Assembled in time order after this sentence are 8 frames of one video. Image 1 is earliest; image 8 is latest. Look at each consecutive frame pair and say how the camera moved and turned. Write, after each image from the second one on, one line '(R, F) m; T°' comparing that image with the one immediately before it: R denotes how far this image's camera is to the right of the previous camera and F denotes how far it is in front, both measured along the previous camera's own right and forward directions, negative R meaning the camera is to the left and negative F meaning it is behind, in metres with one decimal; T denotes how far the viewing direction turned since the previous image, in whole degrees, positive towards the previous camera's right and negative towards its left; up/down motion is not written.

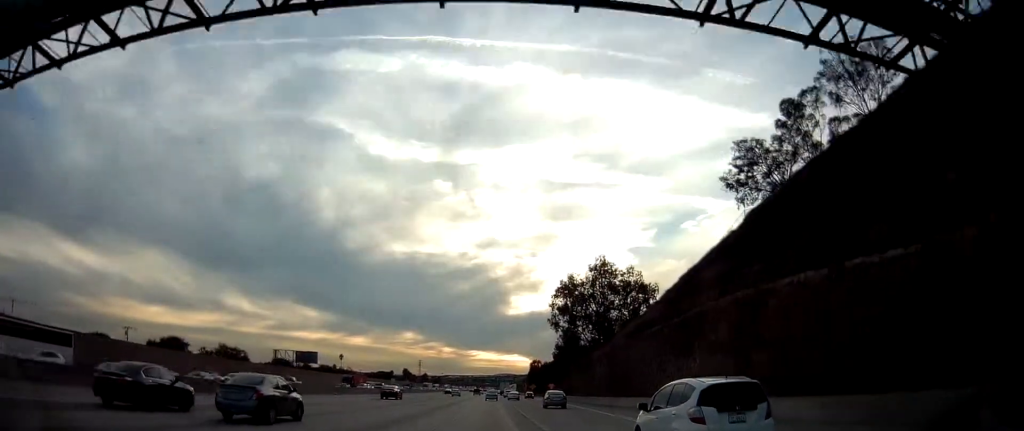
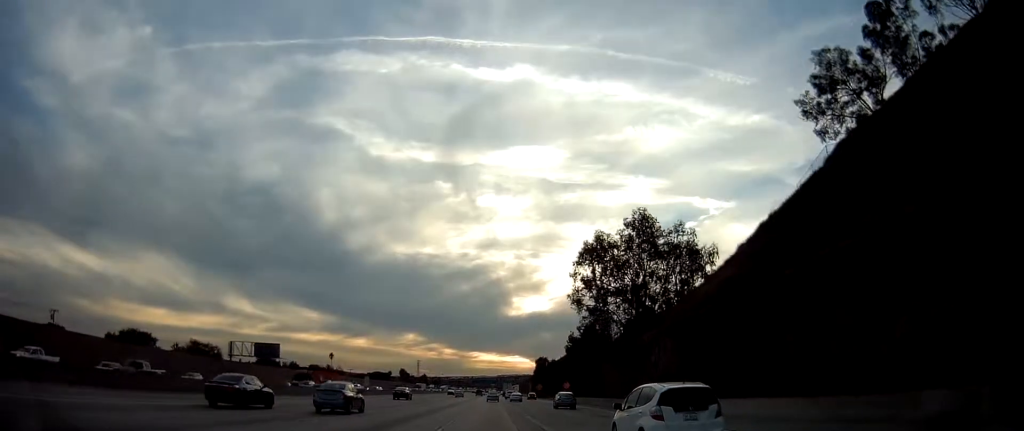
(+0.2, +24.5) m; 0°
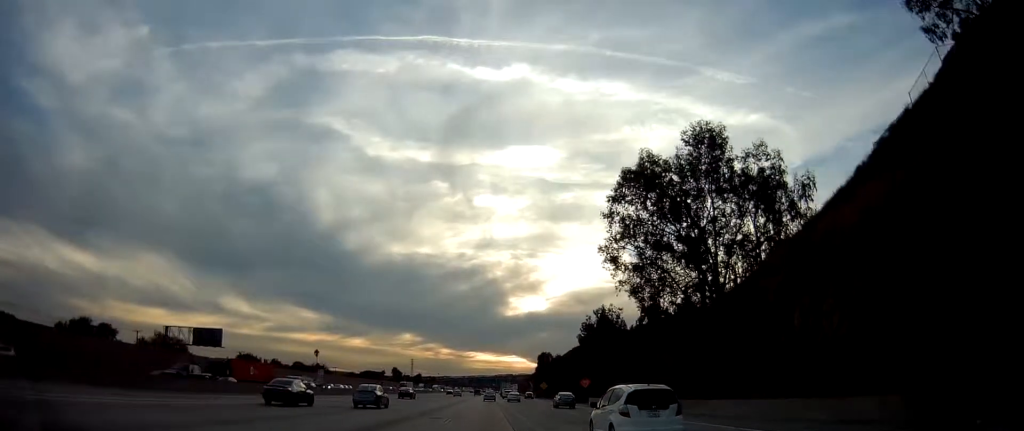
(0.0, +23.2) m; -1°
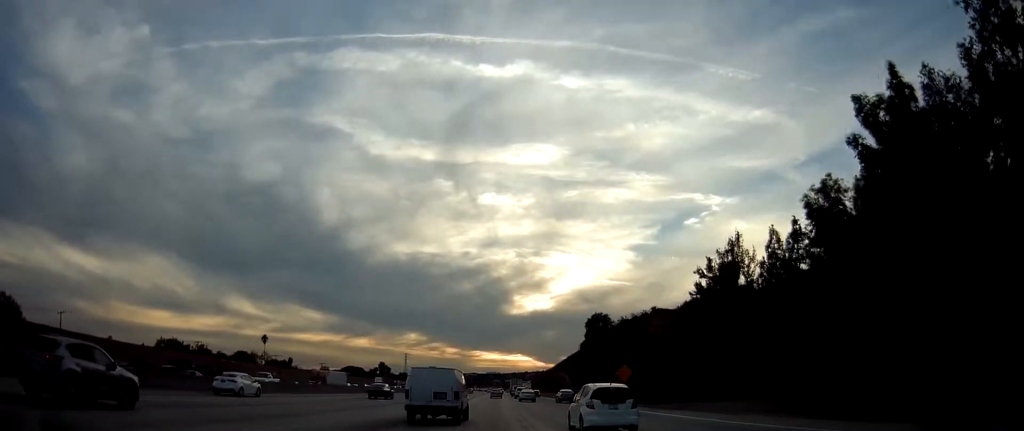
(-0.8, +83.7) m; -1°
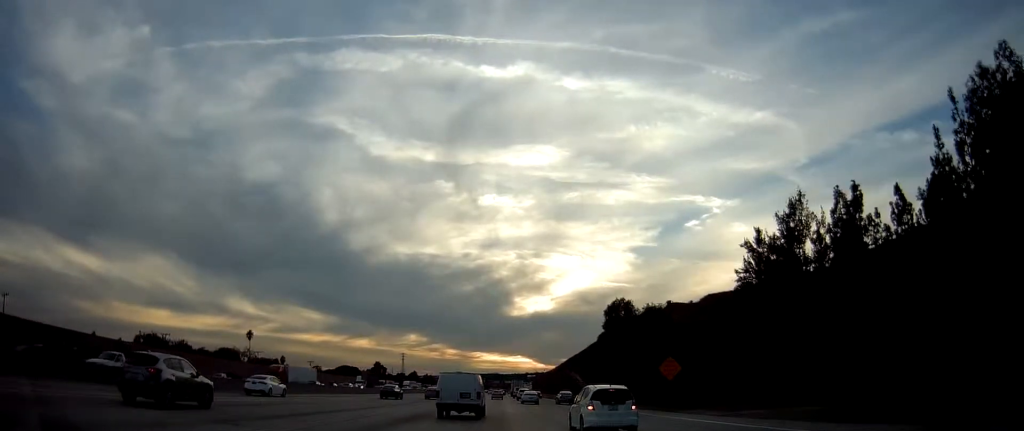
(0.0, +16.4) m; 0°
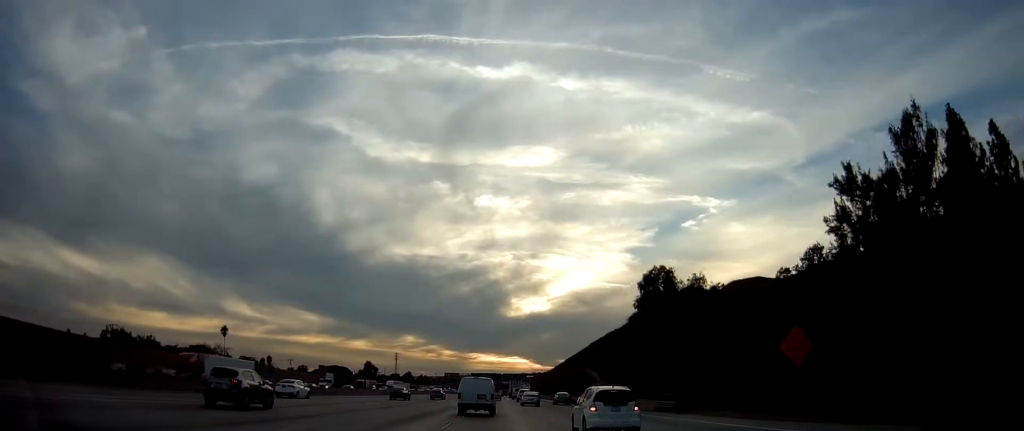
(-0.2, +20.7) m; +1°
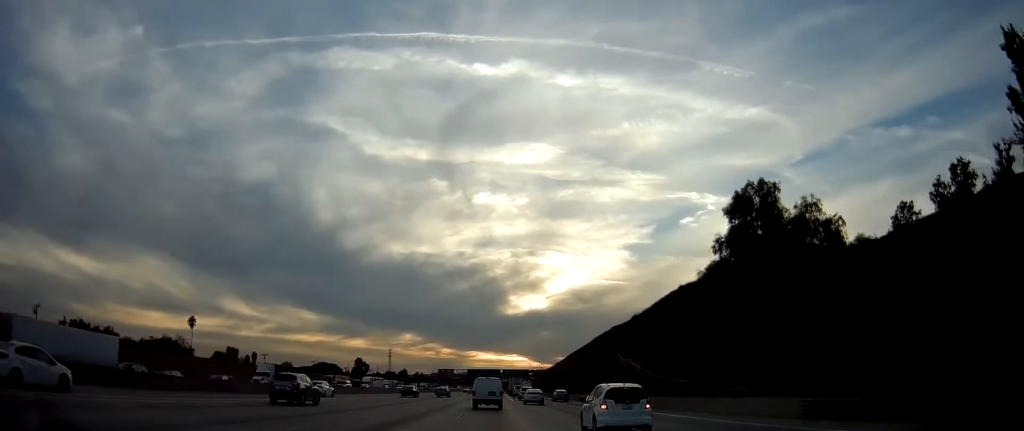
(+0.5, +24.2) m; 0°
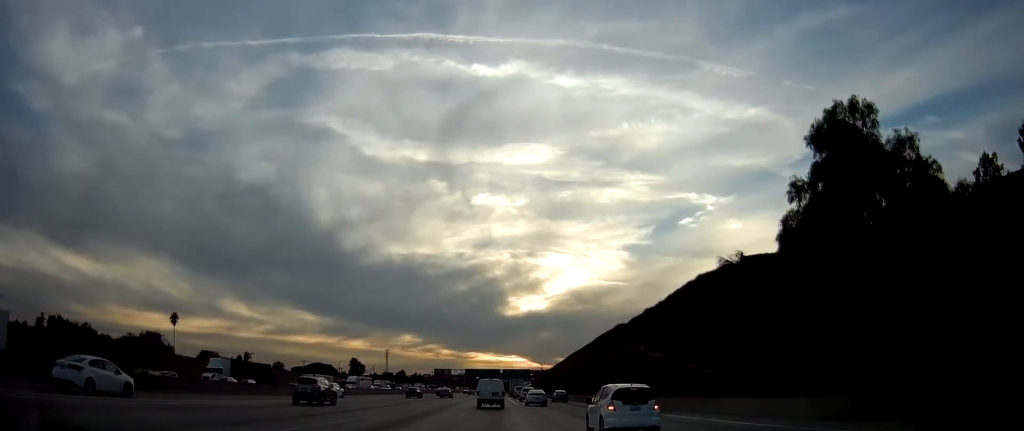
(+0.1, +11.6) m; 0°
